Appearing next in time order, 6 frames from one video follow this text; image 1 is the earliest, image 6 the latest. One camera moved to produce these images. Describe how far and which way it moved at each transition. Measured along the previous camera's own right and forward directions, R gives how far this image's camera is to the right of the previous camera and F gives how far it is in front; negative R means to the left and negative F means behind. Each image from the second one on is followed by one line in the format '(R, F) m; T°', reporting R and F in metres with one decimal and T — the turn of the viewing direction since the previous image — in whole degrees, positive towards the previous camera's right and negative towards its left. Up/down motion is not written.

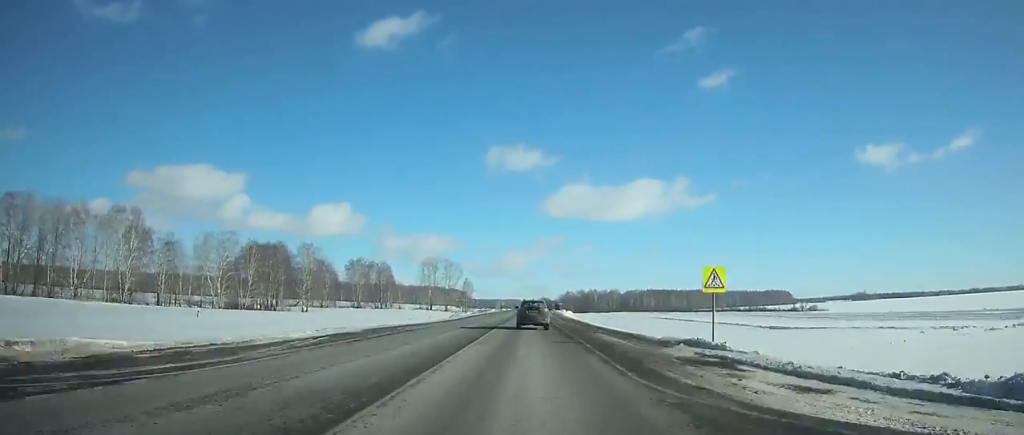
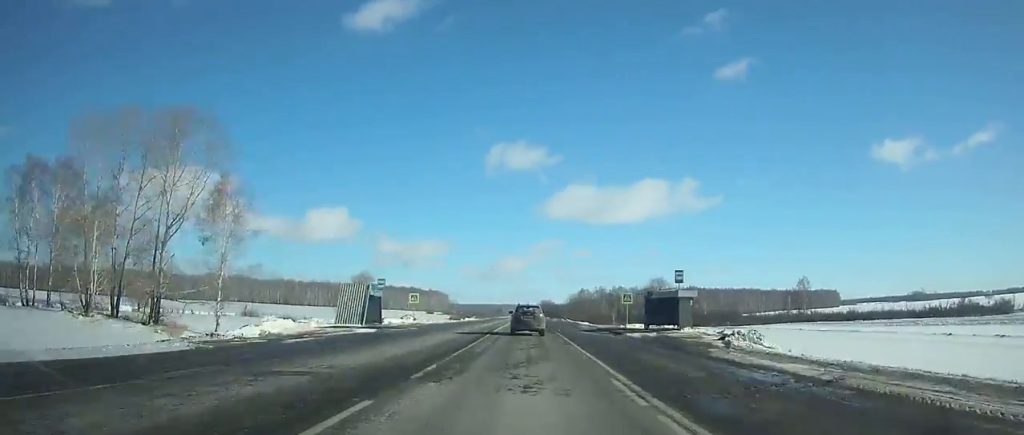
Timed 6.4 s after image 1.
(+0.3, +174.8) m; 0°
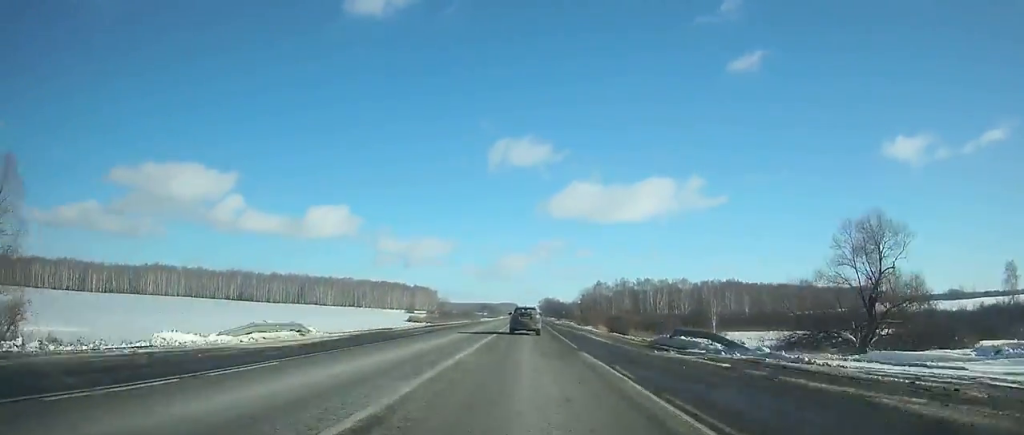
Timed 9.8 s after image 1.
(-0.2, +90.8) m; 0°
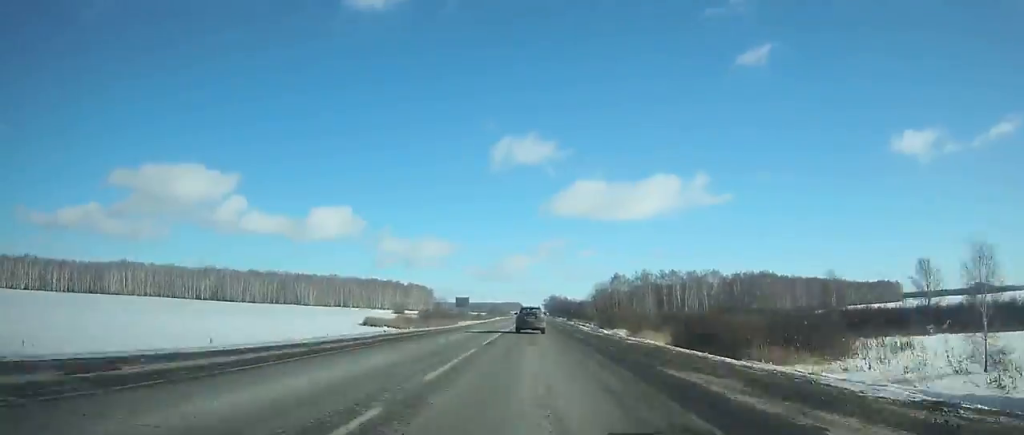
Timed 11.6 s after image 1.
(0.0, +48.4) m; 0°
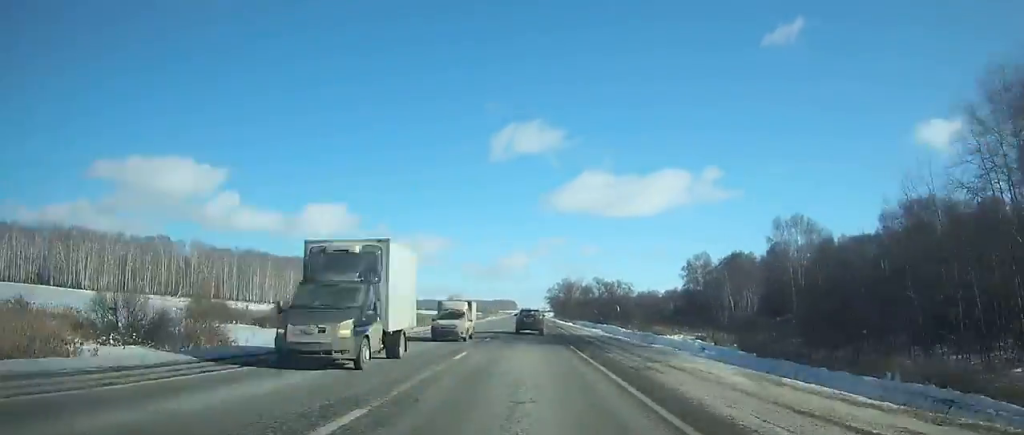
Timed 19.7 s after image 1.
(+0.7, +222.9) m; 0°
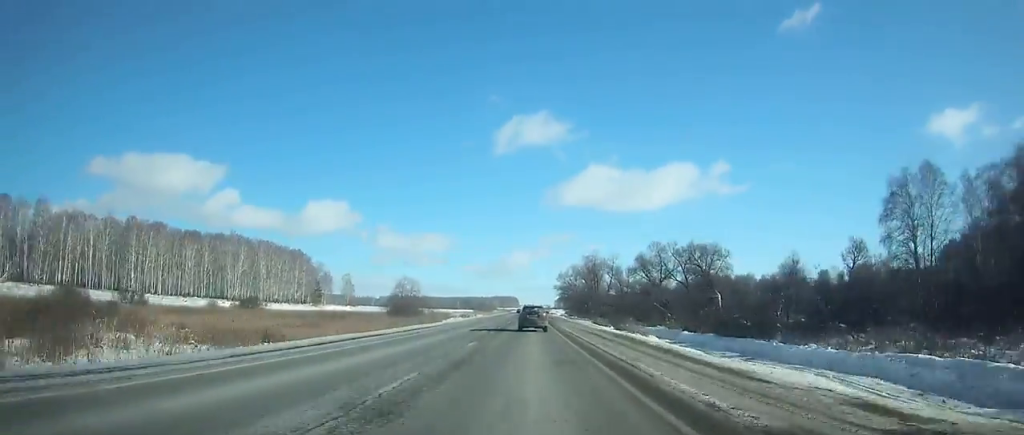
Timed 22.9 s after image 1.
(0.0, +90.5) m; 0°
